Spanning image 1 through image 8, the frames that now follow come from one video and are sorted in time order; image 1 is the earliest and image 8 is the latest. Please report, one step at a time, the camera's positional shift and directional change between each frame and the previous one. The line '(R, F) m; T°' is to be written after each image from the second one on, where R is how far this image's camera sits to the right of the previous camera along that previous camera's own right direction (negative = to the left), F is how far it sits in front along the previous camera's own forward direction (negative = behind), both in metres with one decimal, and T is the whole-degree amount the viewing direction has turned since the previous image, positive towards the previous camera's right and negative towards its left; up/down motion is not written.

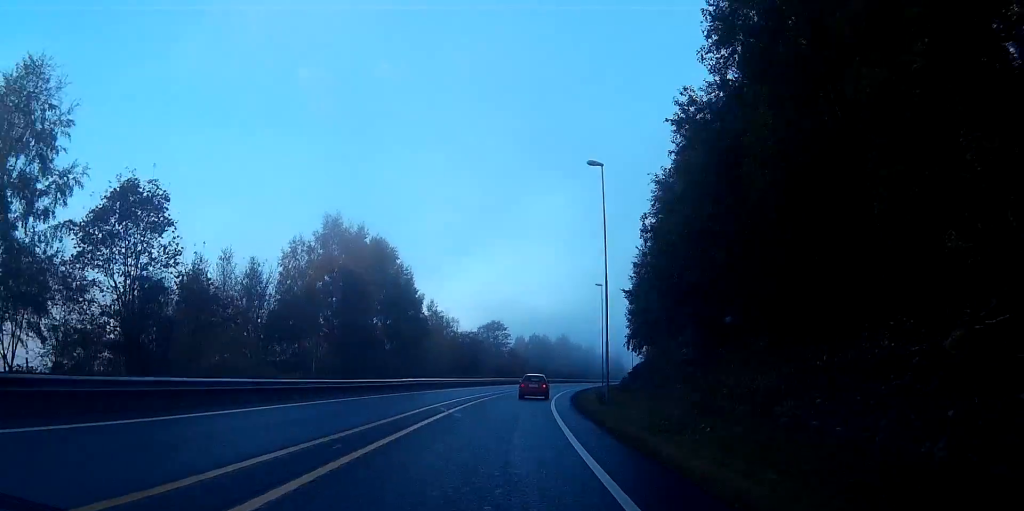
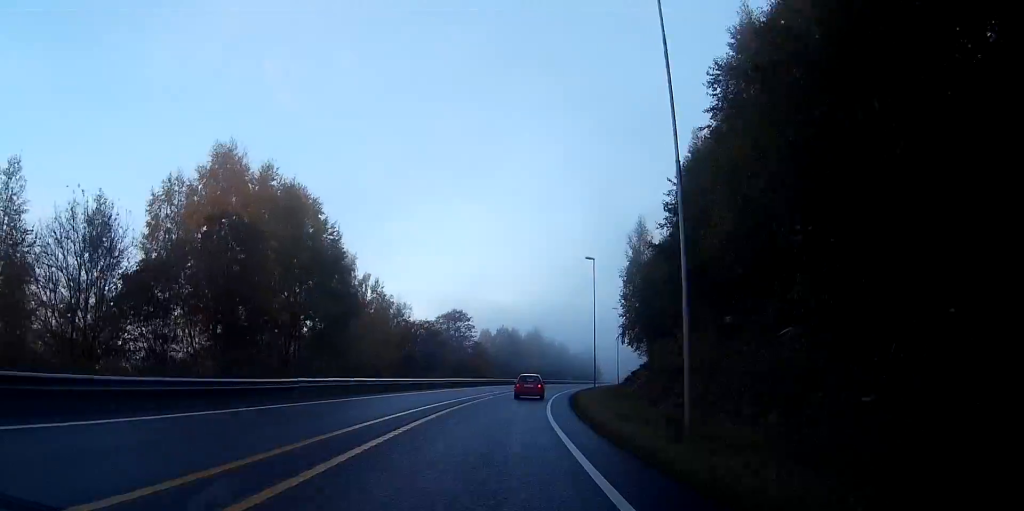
(+1.5, +18.4) m; +5°
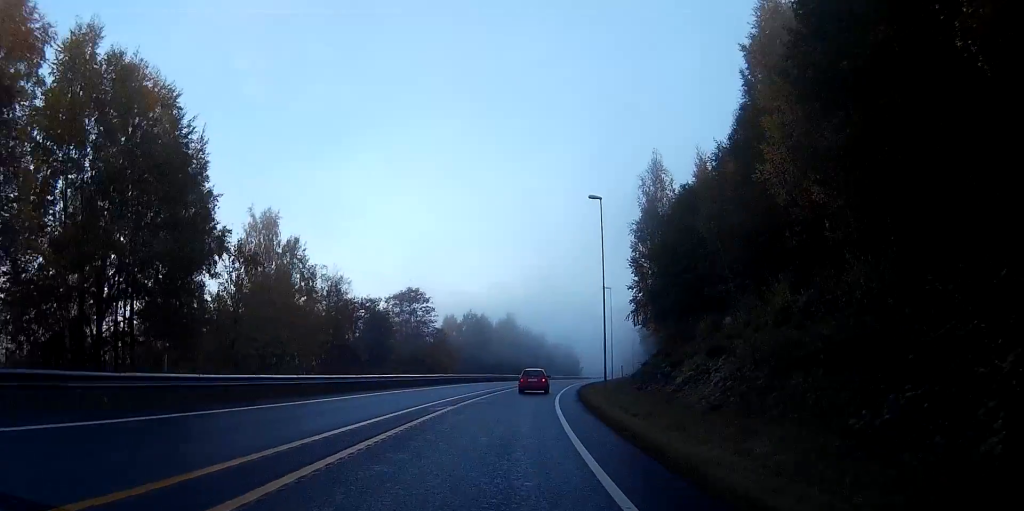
(+0.3, +19.9) m; +2°
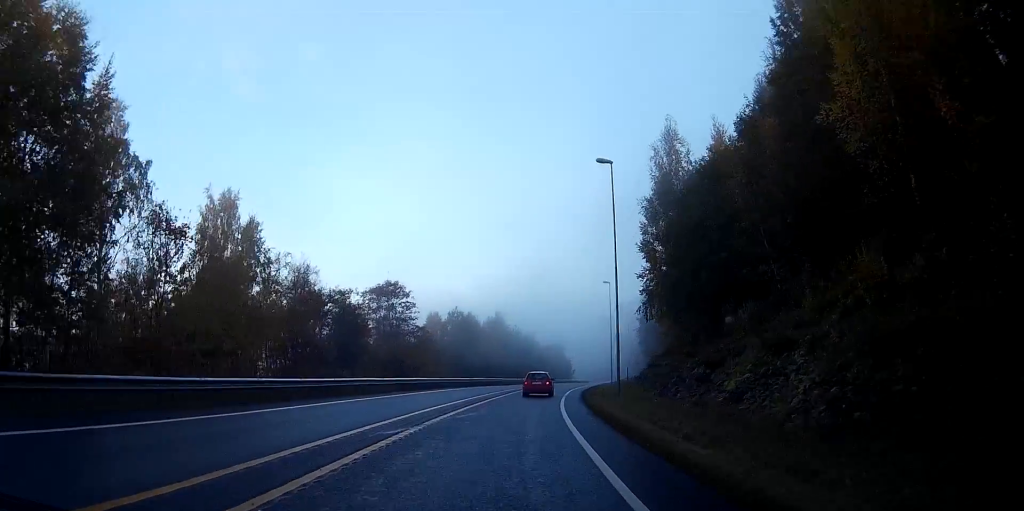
(0.0, +8.0) m; +1°
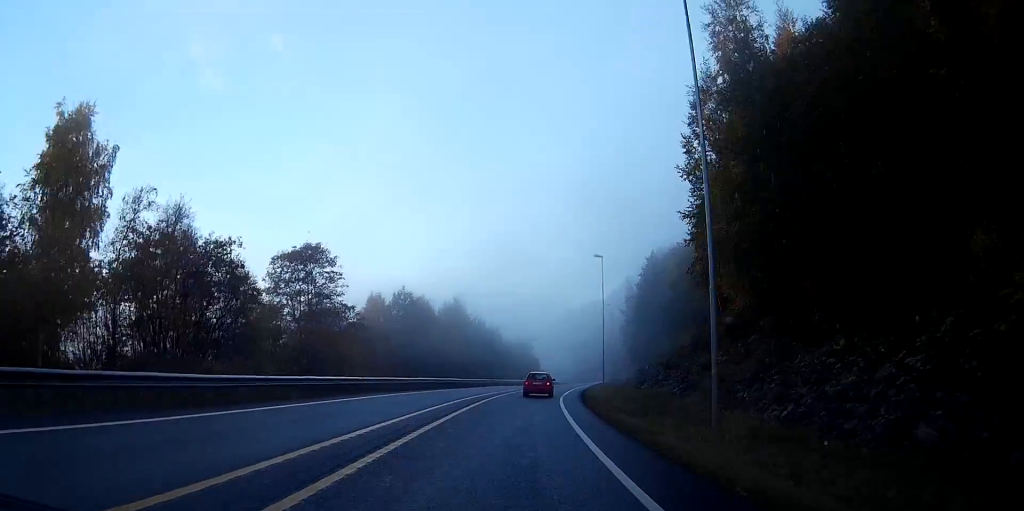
(+0.5, +19.2) m; +3°
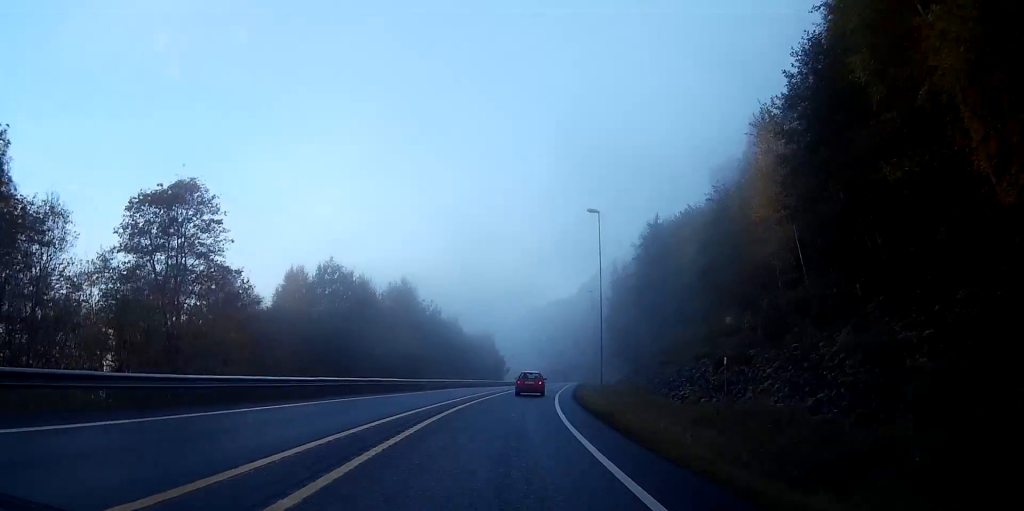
(+0.5, +17.8) m; +3°
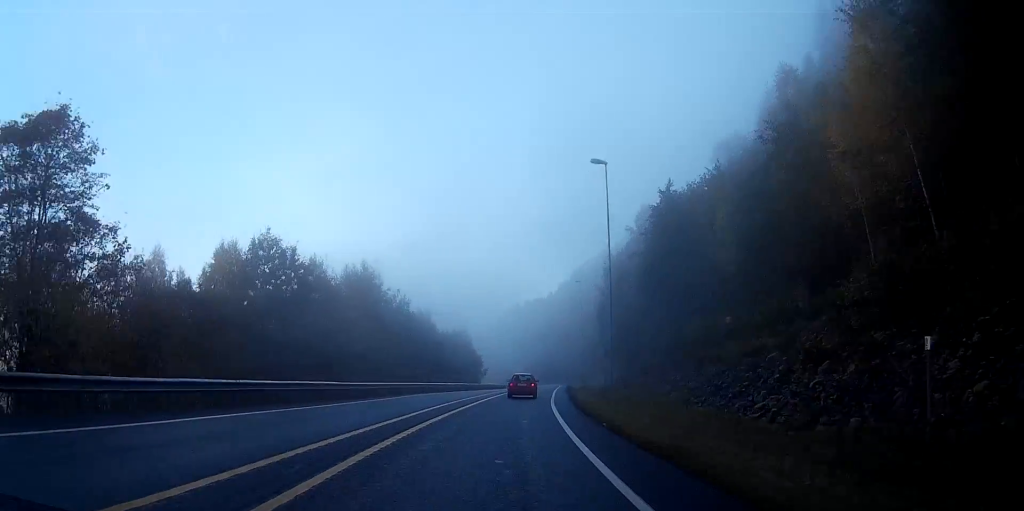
(+0.2, +11.2) m; +1°
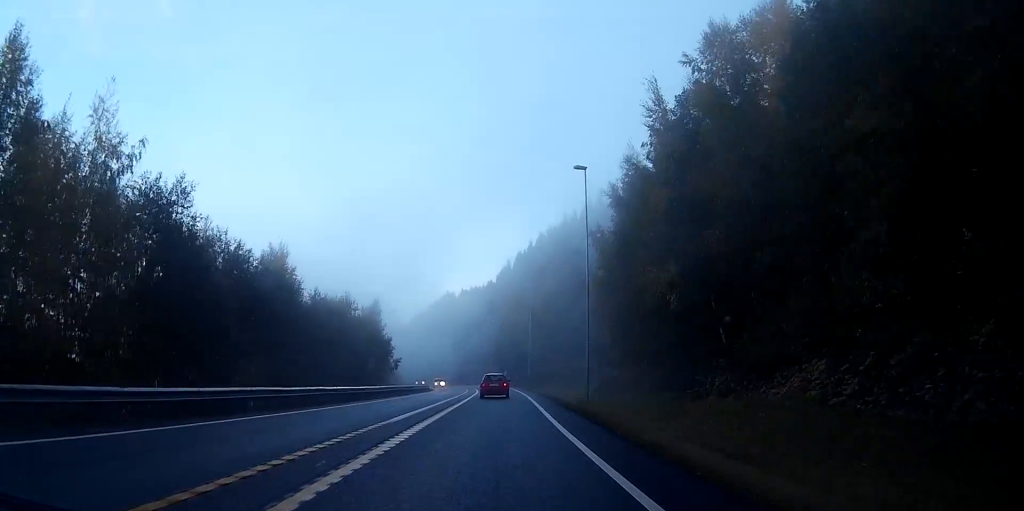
(+1.7, +45.5) m; +4°
